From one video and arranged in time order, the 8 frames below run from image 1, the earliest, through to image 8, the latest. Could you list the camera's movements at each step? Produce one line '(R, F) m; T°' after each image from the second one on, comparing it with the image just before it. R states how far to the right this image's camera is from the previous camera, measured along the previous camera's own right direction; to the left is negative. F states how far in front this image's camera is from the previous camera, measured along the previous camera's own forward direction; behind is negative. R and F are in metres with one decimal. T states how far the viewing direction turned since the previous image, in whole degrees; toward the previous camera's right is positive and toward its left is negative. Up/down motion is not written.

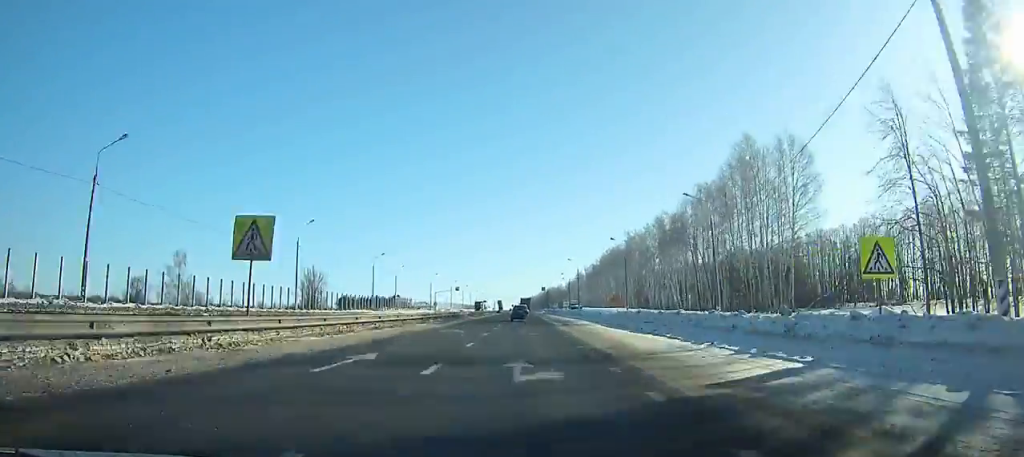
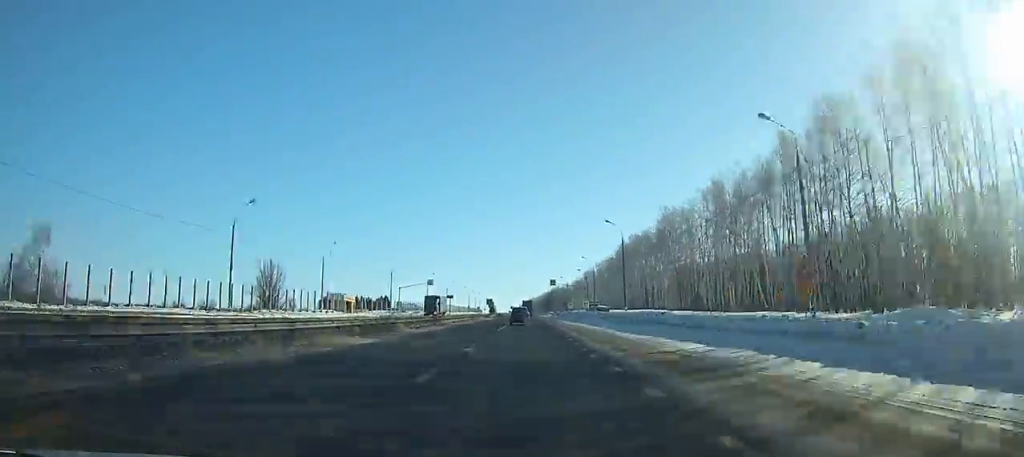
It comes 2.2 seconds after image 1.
(0.0, +49.3) m; 0°
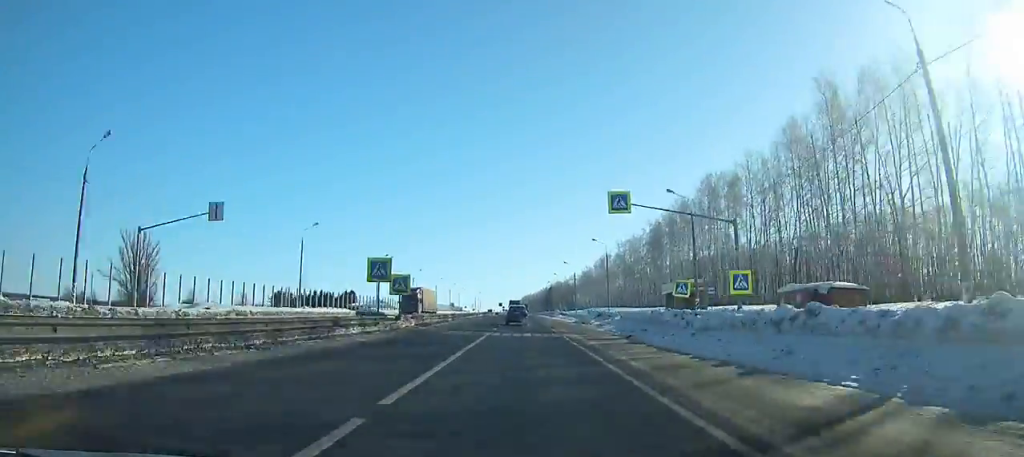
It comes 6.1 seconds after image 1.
(0.0, +83.8) m; 0°
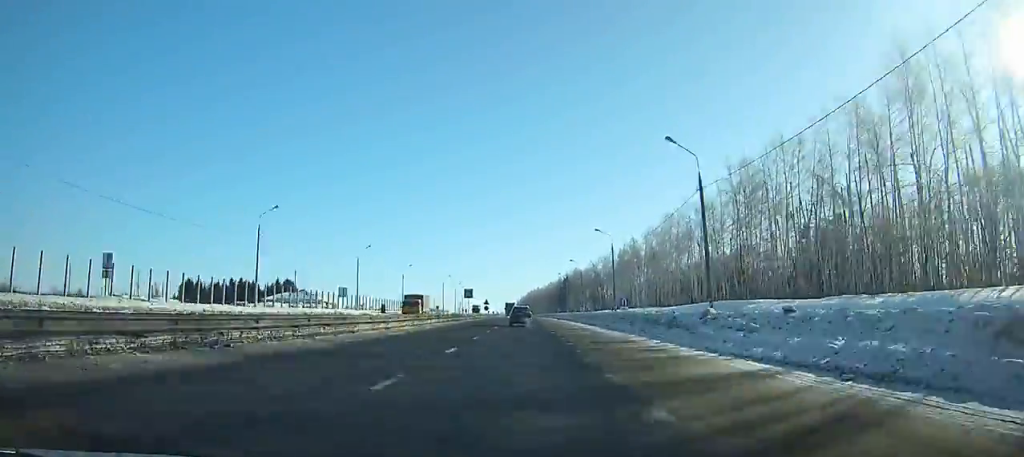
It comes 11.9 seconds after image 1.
(+0.2, +118.7) m; 0°
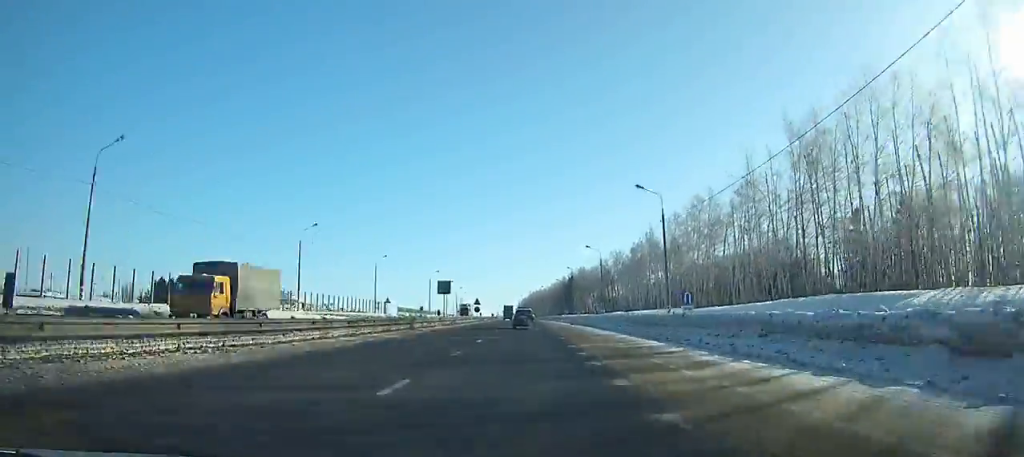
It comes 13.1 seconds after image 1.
(0.0, +24.3) m; 0°
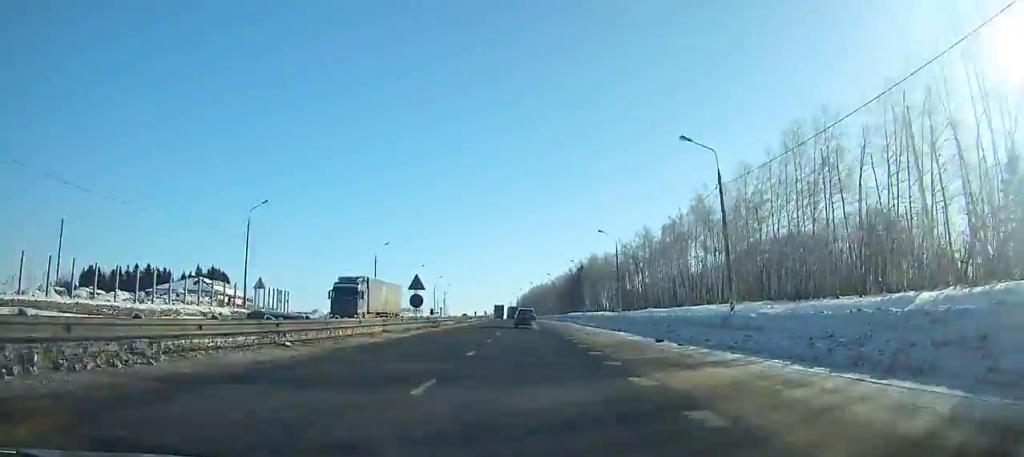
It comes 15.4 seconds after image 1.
(-0.3, +46.6) m; 0°
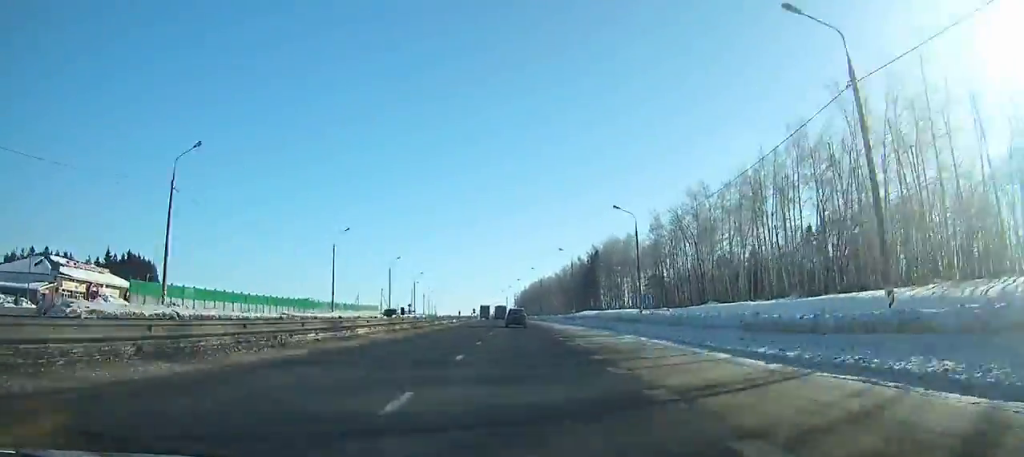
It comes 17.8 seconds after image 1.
(0.0, +49.1) m; 0°
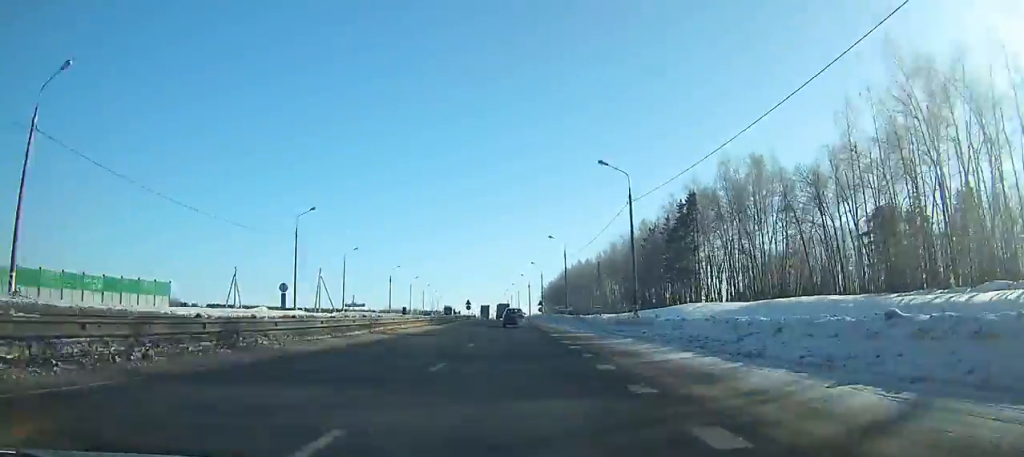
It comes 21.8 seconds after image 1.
(-0.7, +82.6) m; -2°
